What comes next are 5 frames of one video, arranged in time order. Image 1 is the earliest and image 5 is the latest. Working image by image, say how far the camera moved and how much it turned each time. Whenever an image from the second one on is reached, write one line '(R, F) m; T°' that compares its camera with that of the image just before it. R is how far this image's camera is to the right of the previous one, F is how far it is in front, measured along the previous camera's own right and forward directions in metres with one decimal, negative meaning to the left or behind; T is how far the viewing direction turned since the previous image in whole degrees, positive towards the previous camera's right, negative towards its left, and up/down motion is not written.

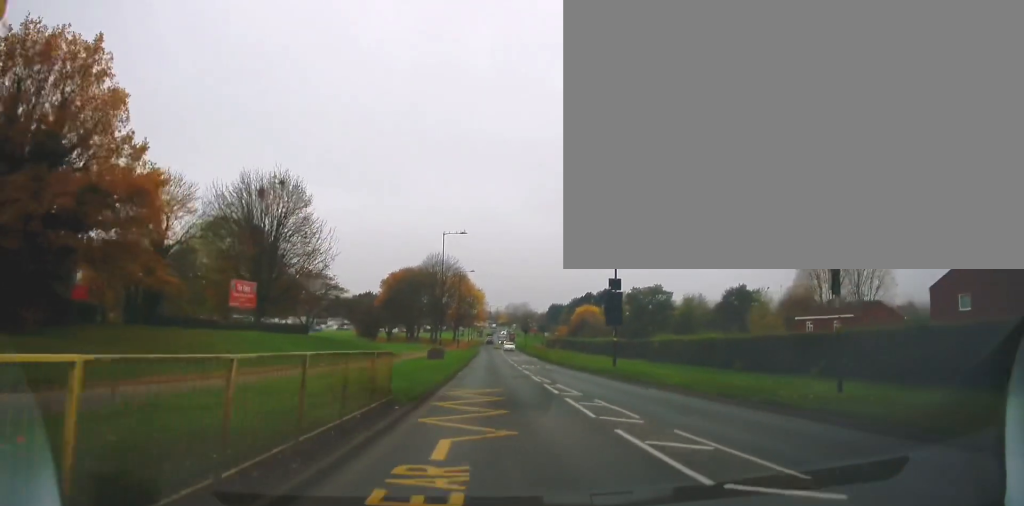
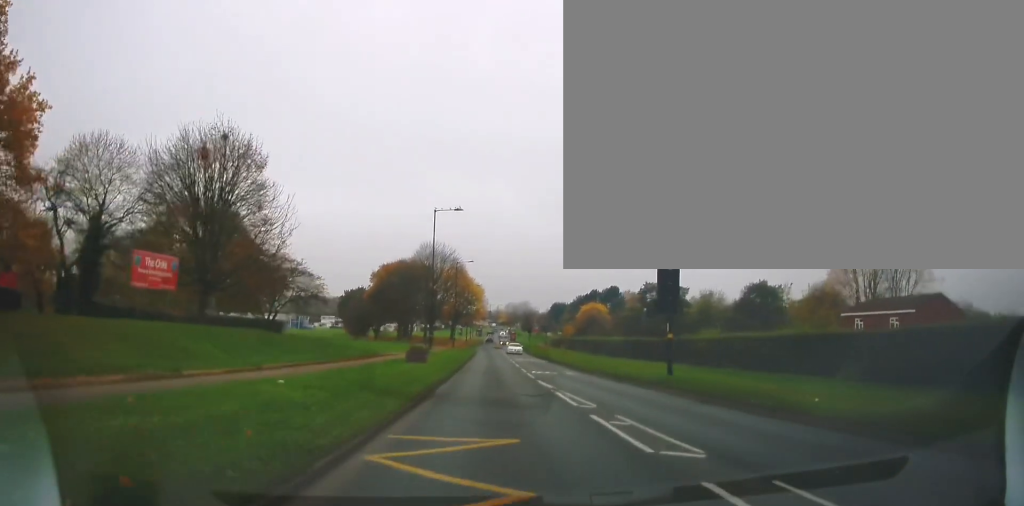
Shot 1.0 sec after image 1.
(0.0, +9.6) m; 0°
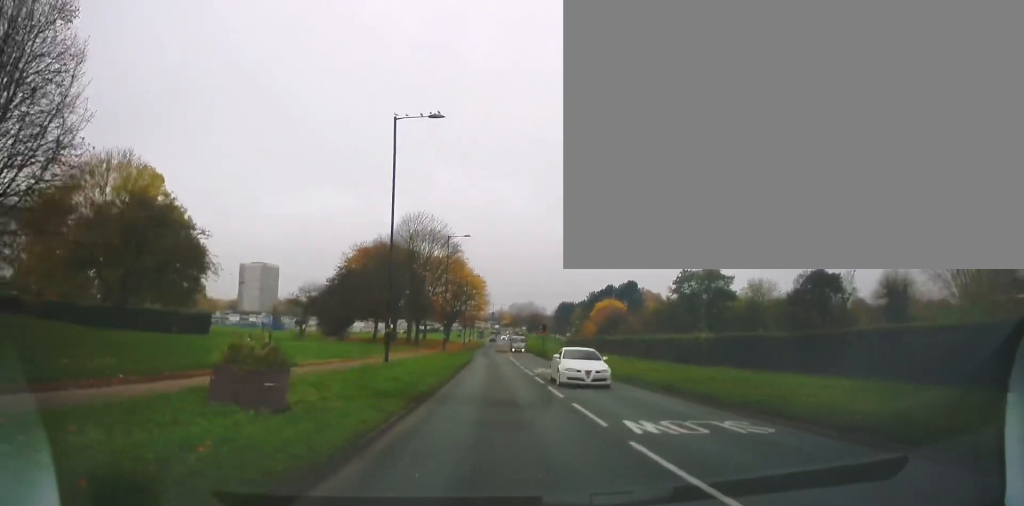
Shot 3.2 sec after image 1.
(0.0, +21.2) m; 0°
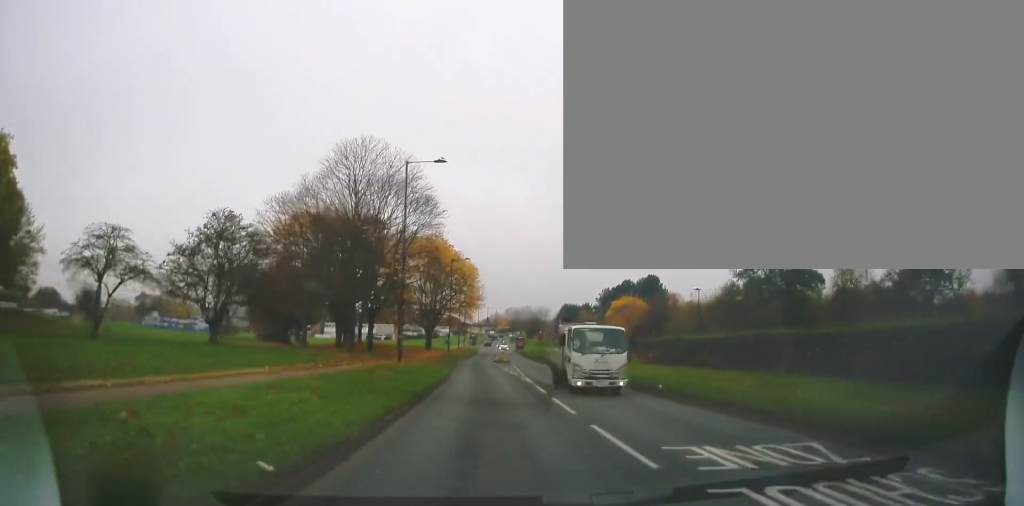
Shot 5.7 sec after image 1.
(0.0, +26.8) m; 0°
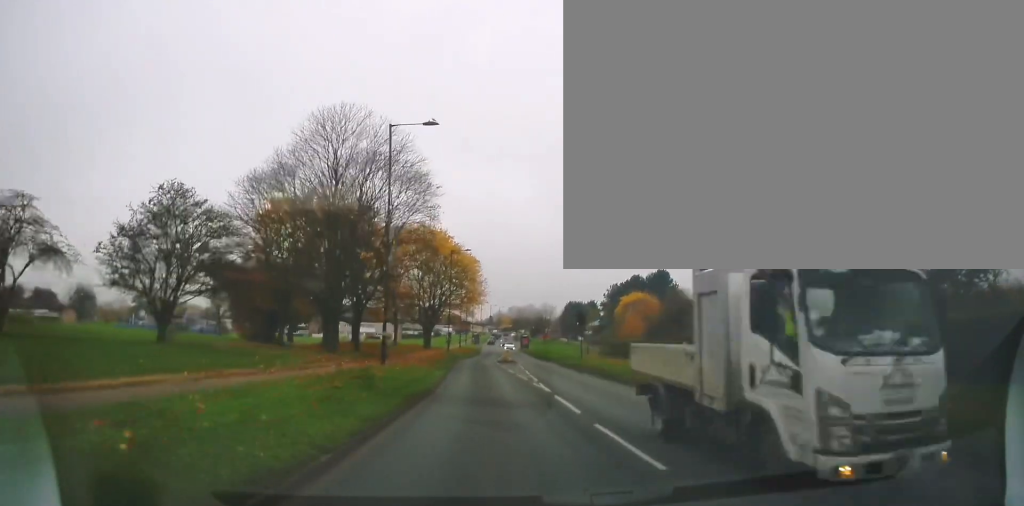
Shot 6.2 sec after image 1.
(0.0, +6.0) m; 0°
